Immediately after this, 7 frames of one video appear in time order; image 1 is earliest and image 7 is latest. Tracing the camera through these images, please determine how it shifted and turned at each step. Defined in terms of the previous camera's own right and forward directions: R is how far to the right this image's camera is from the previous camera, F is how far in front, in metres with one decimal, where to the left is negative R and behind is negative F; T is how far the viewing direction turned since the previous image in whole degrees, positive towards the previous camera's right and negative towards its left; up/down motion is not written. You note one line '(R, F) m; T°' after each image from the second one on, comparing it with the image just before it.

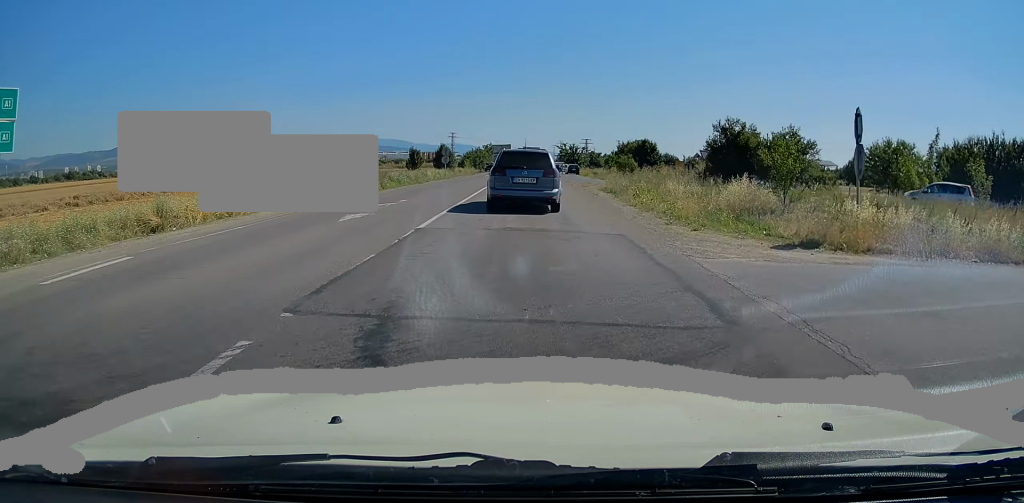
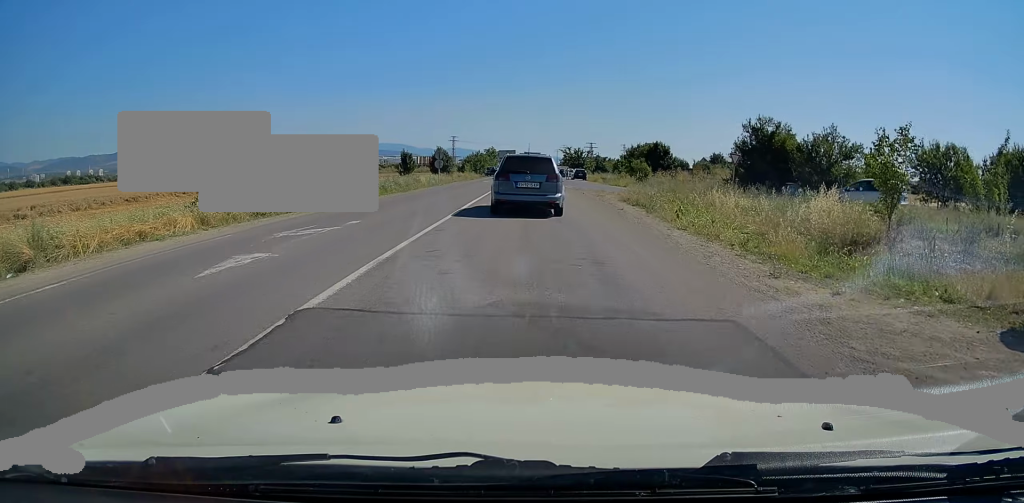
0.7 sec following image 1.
(+0.1, +6.1) m; 0°
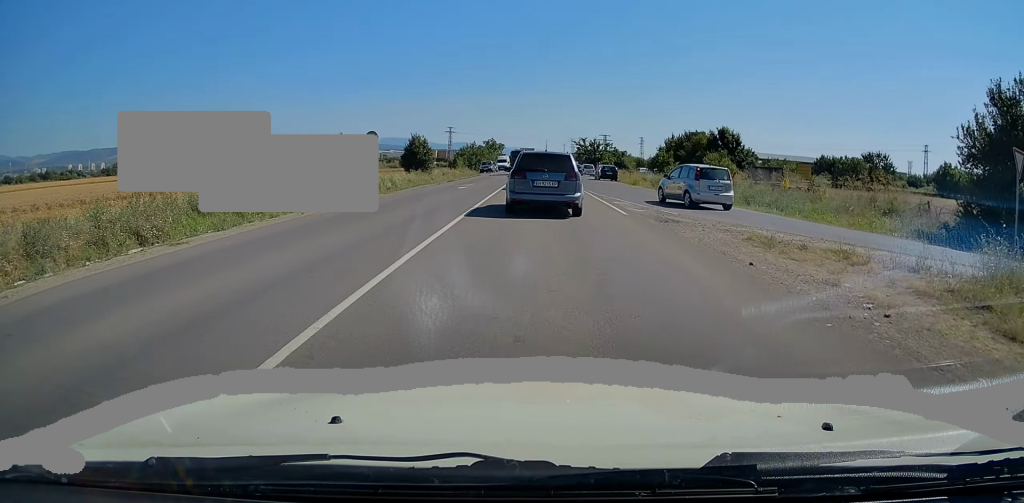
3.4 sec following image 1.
(-0.3, +24.0) m; -2°
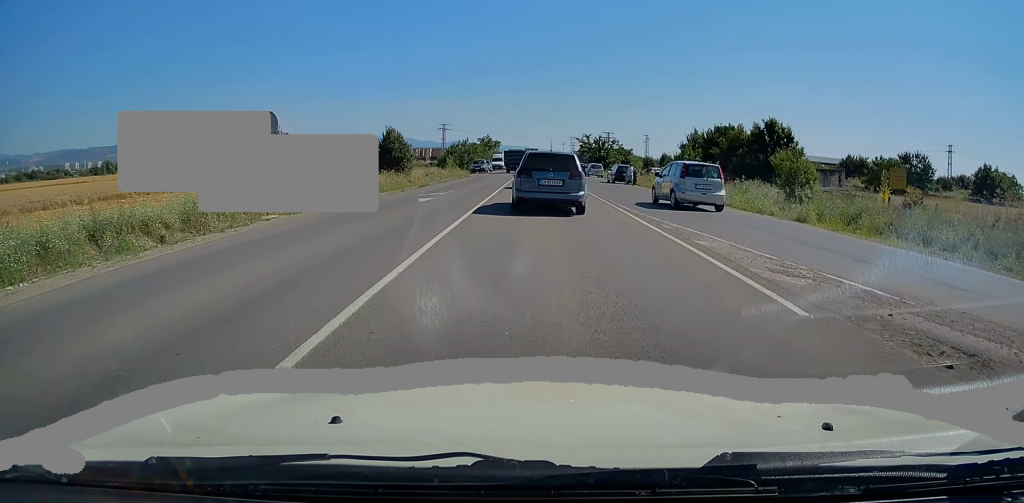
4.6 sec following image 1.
(-0.2, +11.4) m; 0°
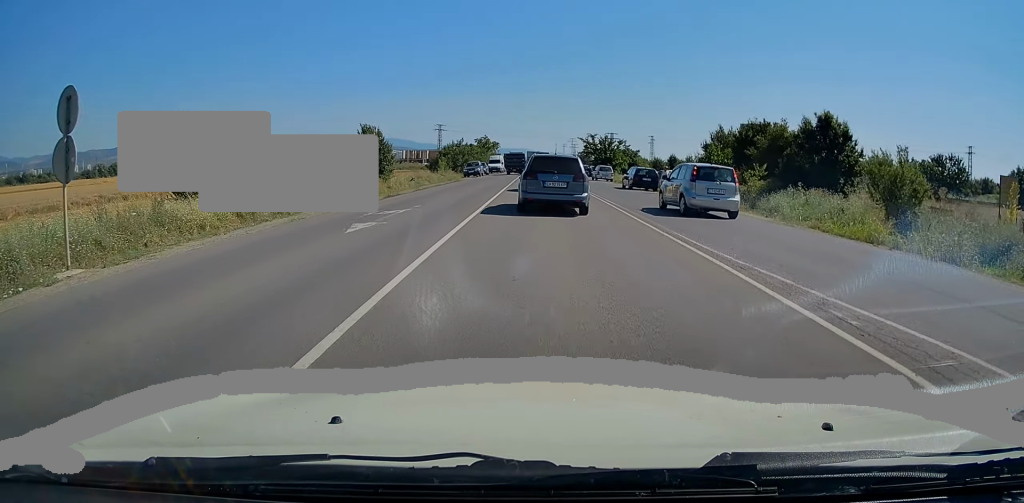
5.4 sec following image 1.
(+0.2, +8.2) m; +2°
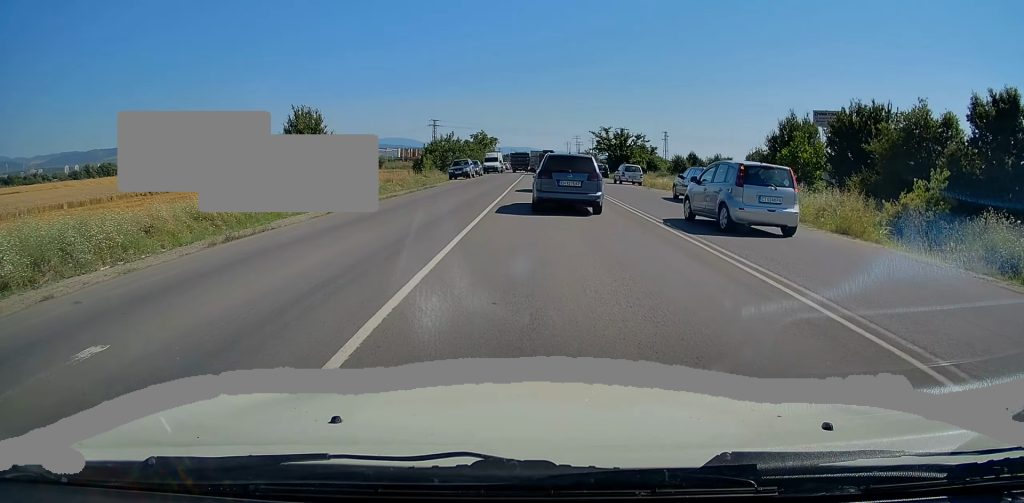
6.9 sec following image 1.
(+0.1, +14.6) m; 0°
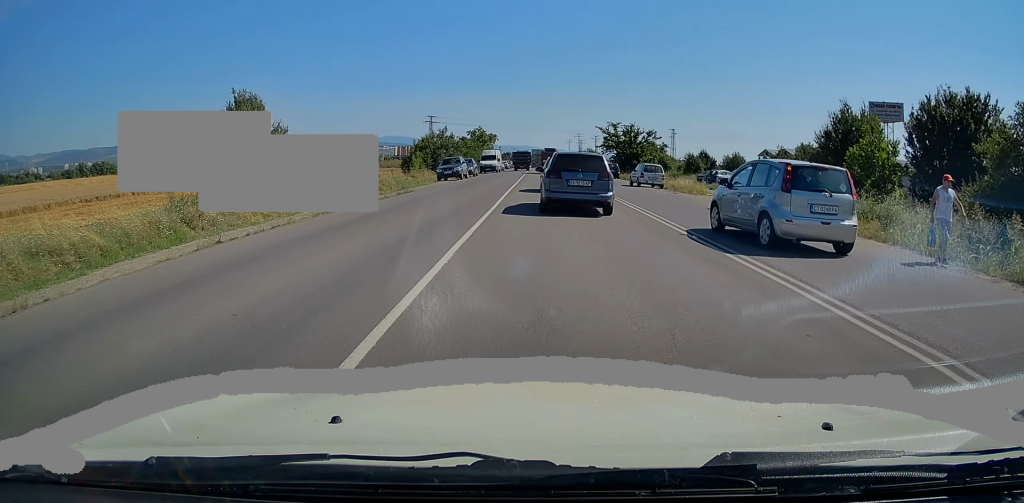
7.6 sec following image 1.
(-0.1, +7.3) m; -1°
